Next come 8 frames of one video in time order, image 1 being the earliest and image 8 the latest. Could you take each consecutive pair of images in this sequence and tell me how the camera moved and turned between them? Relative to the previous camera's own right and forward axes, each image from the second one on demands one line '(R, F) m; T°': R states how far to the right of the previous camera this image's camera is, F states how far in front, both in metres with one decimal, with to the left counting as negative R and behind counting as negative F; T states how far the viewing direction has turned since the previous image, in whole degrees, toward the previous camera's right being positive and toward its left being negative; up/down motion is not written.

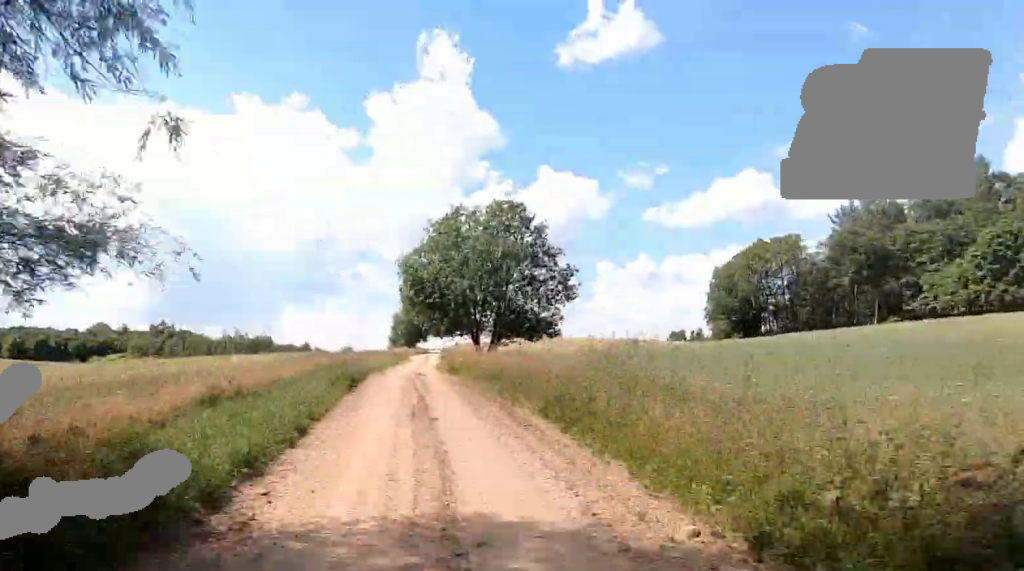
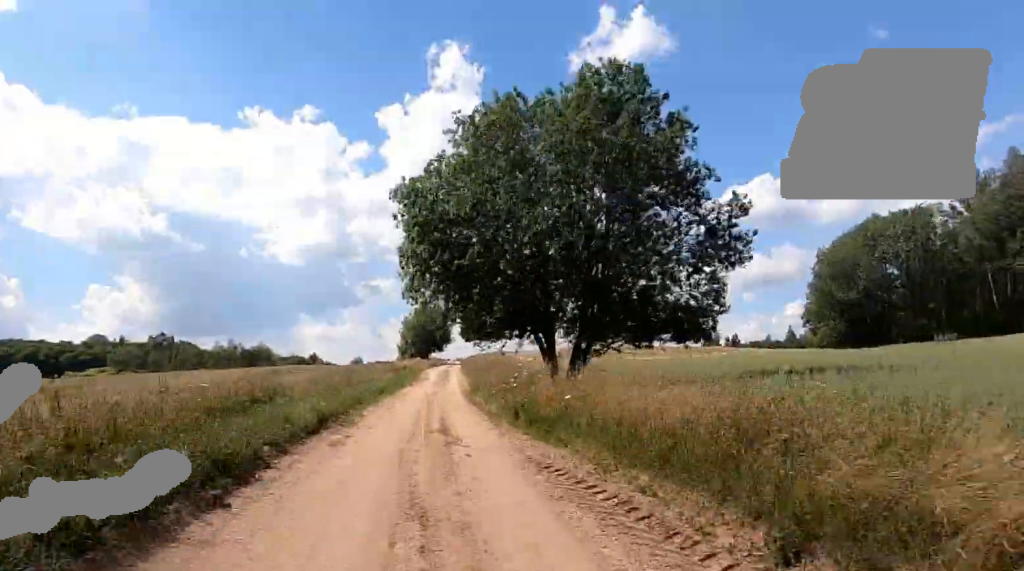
(-1.3, +20.7) m; -5°
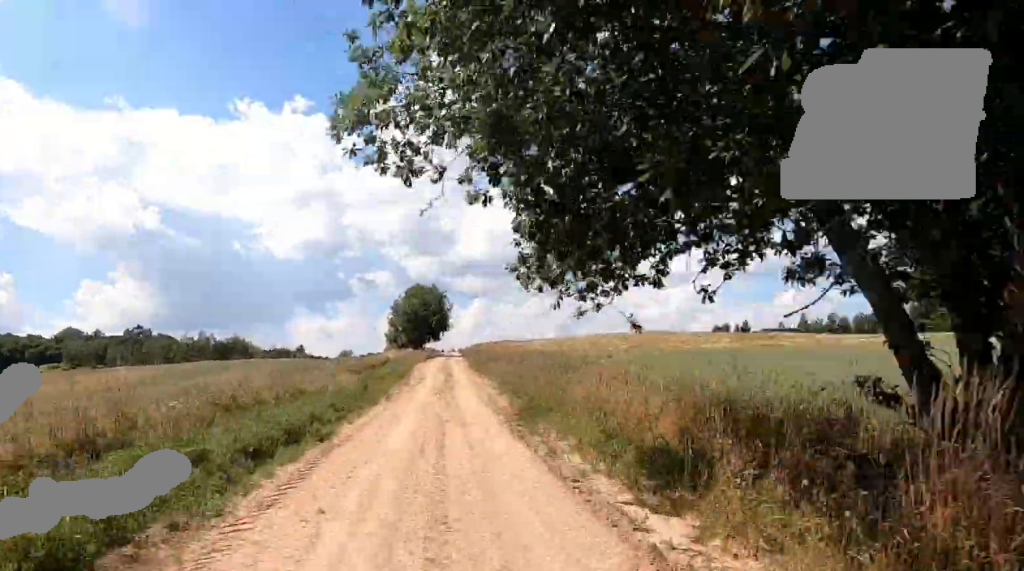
(-0.3, +17.8) m; +3°
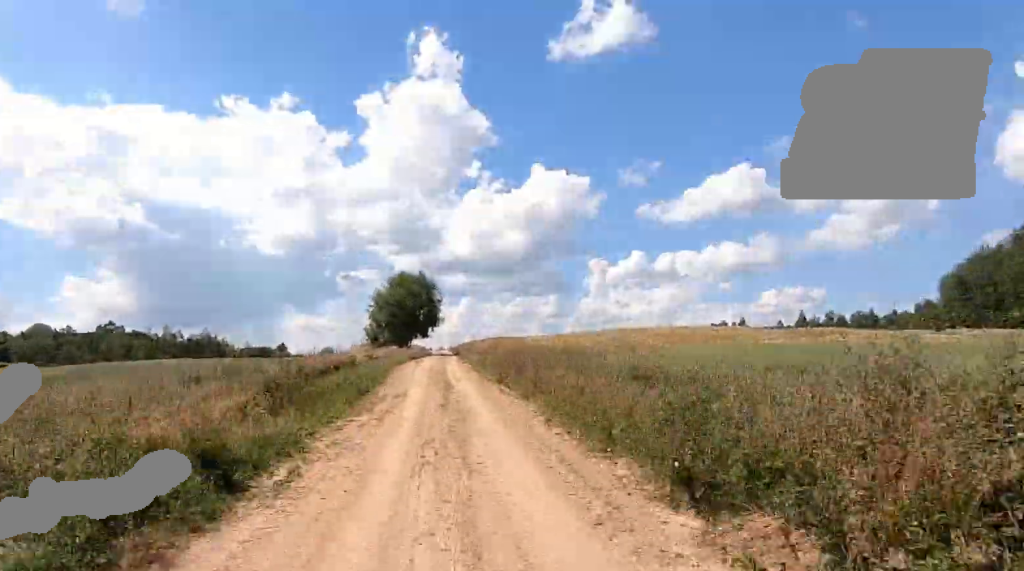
(+0.5, +12.4) m; +2°
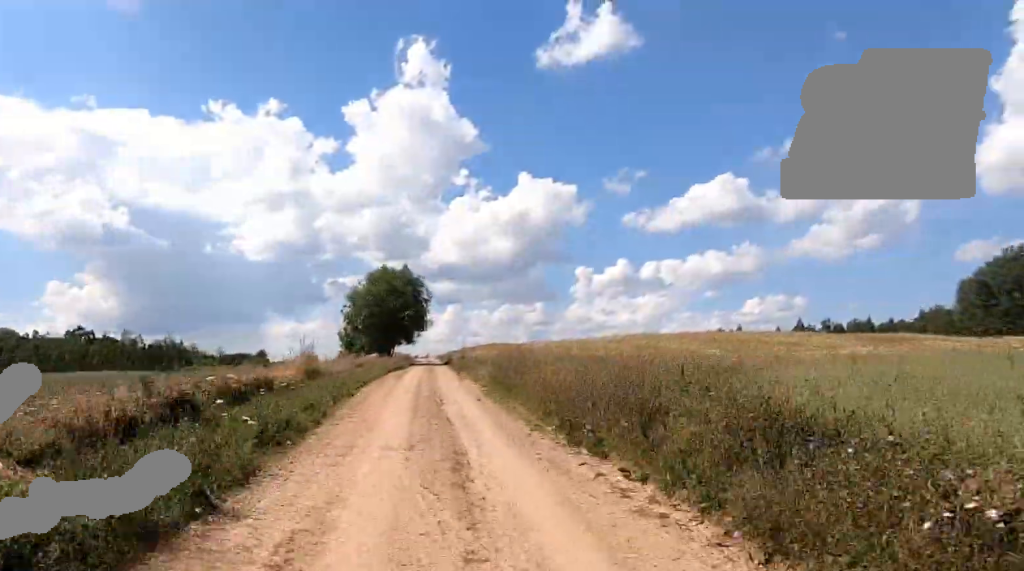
(+0.7, +12.5) m; +2°
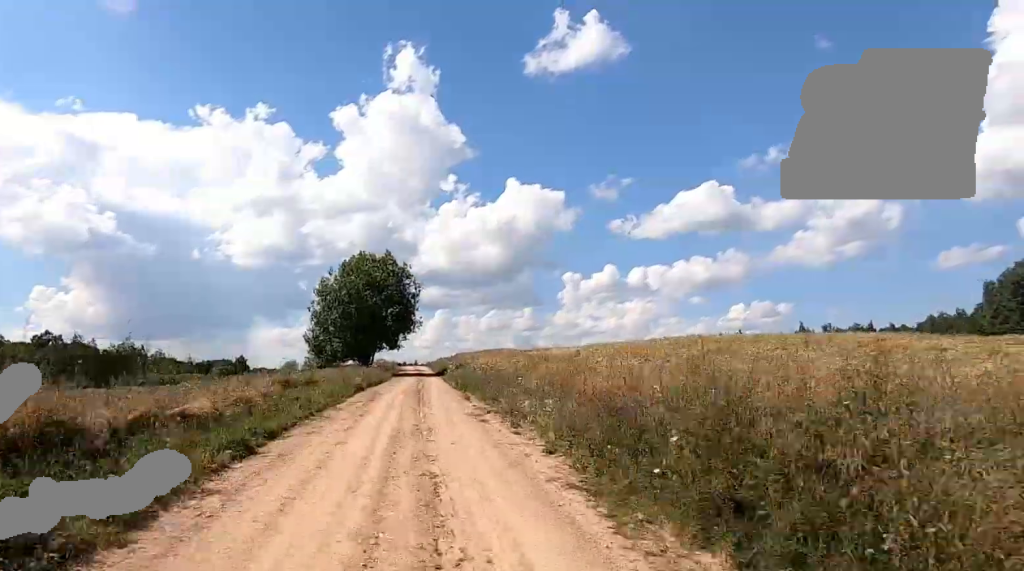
(-0.1, +13.2) m; -1°
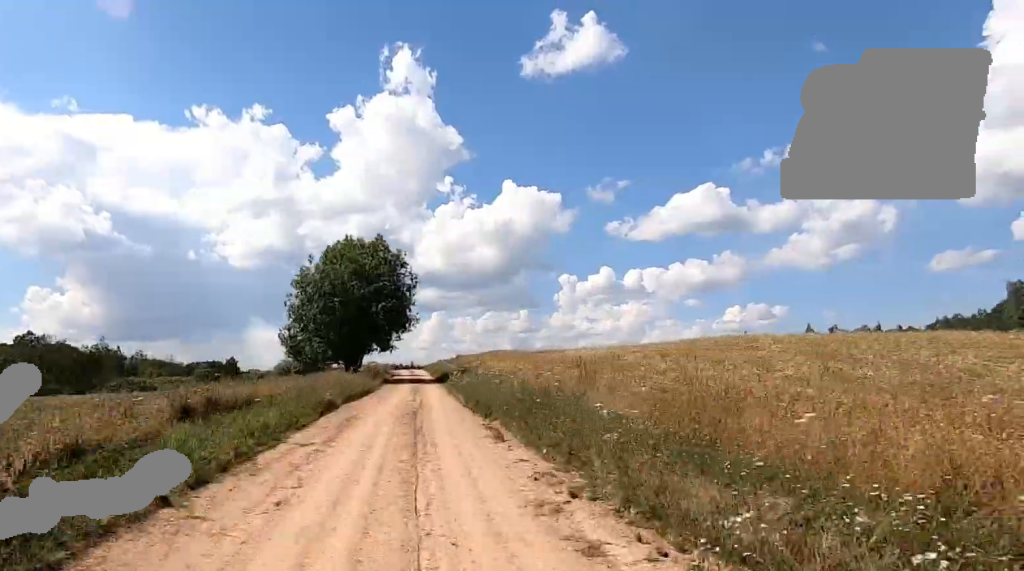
(+0.1, +8.3) m; -1°
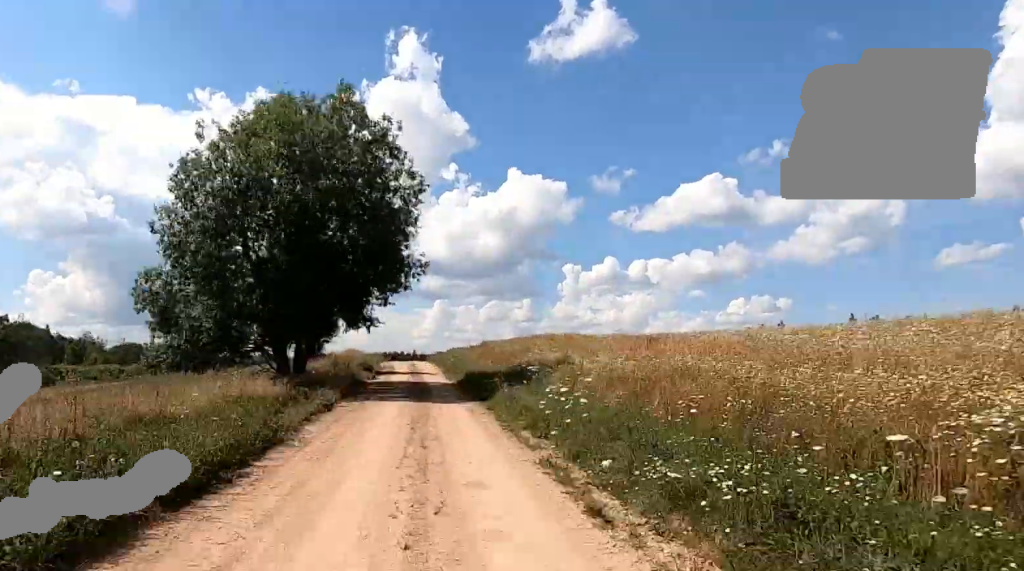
(-0.7, +23.0) m; -1°
